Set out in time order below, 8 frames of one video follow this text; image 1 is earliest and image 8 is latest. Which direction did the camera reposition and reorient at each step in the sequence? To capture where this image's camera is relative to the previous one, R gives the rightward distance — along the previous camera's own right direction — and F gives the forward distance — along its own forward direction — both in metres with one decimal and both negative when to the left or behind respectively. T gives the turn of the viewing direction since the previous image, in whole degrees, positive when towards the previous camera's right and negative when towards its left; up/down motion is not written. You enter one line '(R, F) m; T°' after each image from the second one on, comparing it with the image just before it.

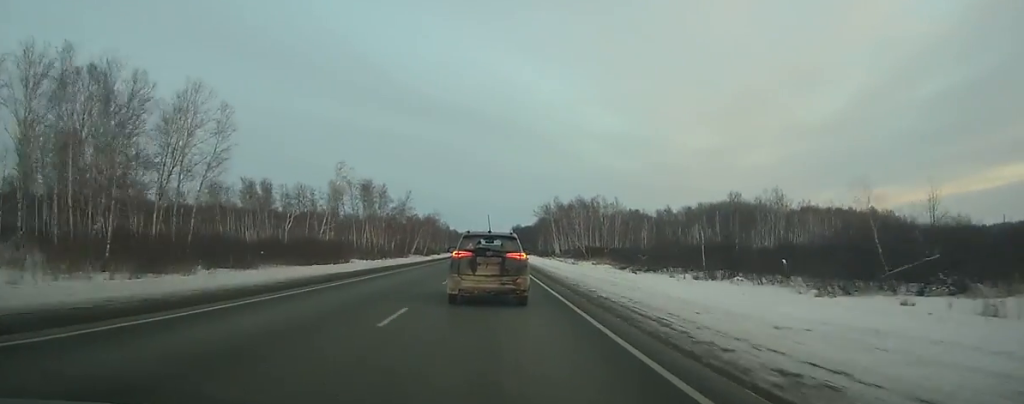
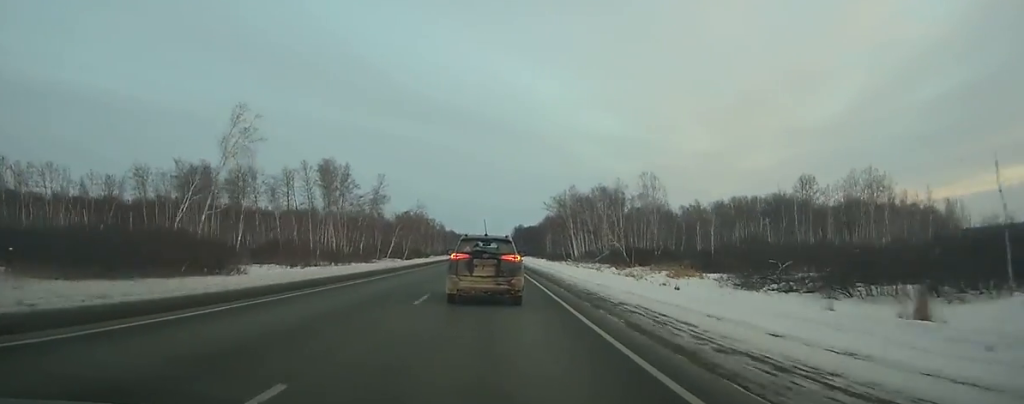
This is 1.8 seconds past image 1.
(0.0, +42.9) m; 0°
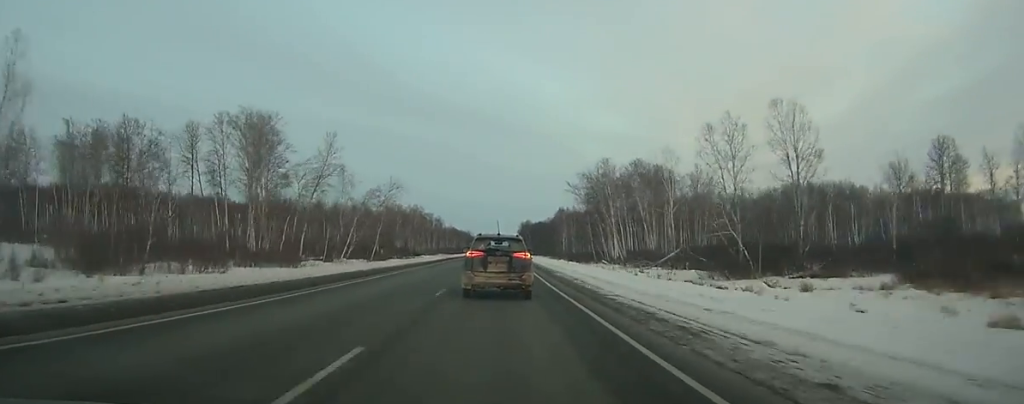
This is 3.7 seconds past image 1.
(+0.1, +45.9) m; 0°
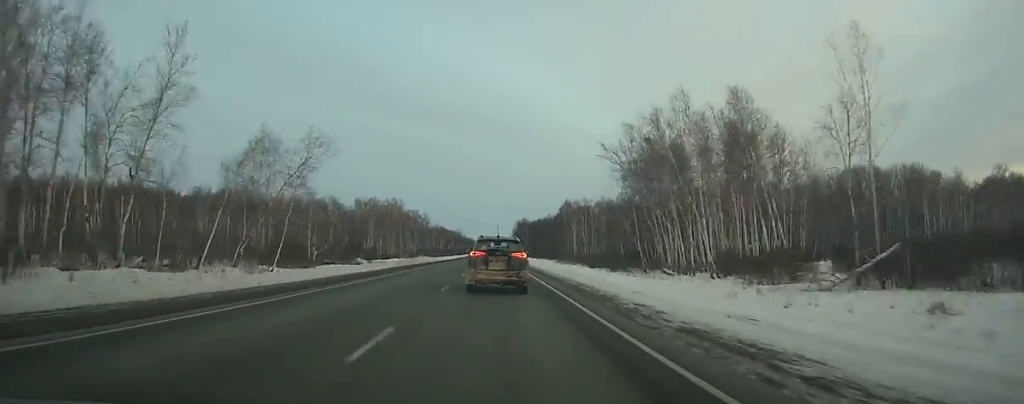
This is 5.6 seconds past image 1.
(+0.1, +46.3) m; 0°
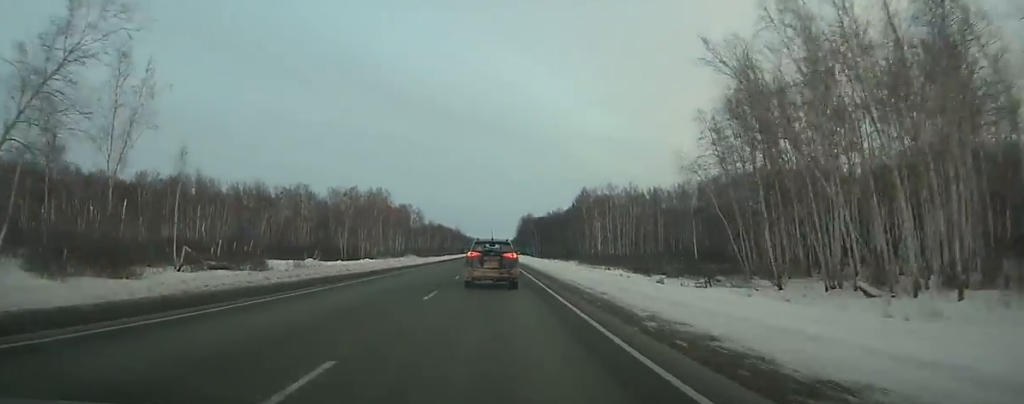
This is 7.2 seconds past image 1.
(+0.3, +39.6) m; 0°
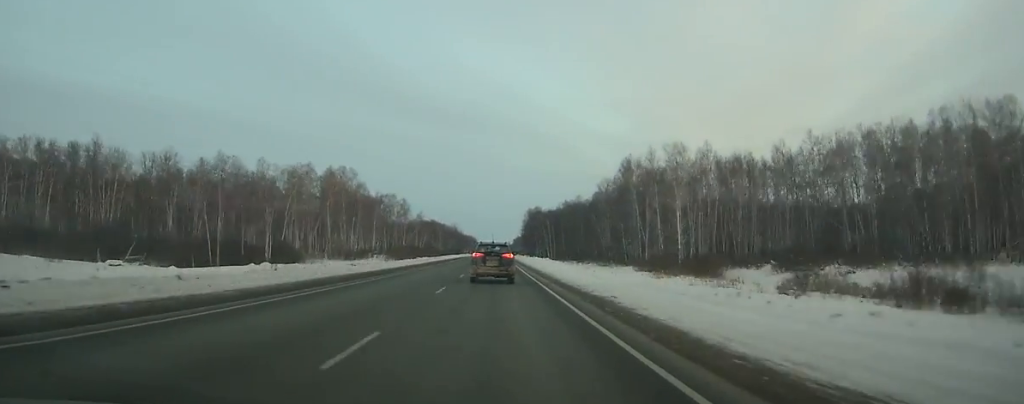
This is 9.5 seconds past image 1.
(-0.1, +58.2) m; 0°
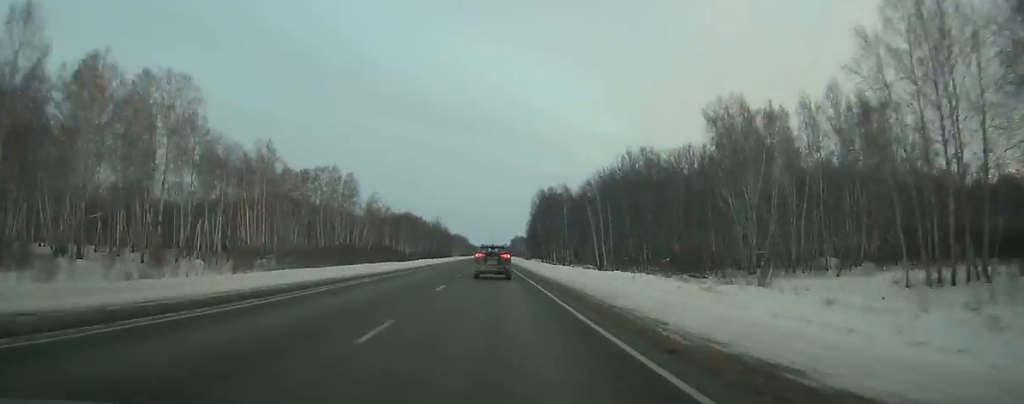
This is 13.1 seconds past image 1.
(0.0, +94.1) m; 0°
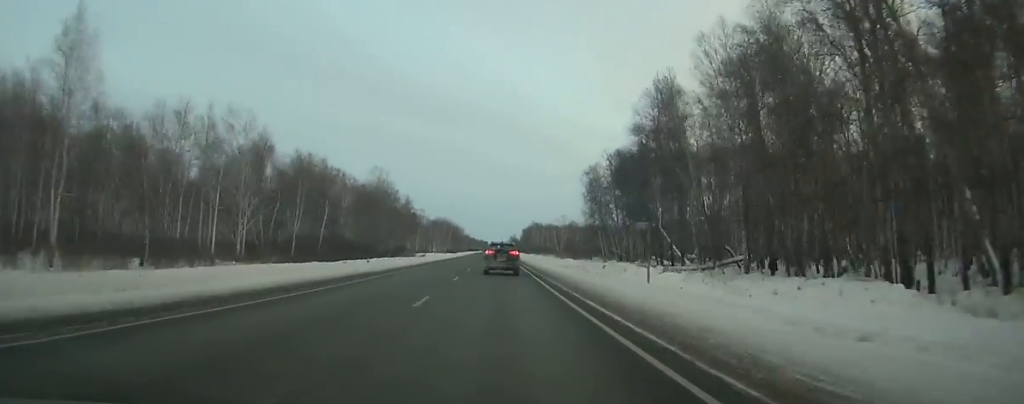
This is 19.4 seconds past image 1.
(-0.5, +172.6) m; 0°
